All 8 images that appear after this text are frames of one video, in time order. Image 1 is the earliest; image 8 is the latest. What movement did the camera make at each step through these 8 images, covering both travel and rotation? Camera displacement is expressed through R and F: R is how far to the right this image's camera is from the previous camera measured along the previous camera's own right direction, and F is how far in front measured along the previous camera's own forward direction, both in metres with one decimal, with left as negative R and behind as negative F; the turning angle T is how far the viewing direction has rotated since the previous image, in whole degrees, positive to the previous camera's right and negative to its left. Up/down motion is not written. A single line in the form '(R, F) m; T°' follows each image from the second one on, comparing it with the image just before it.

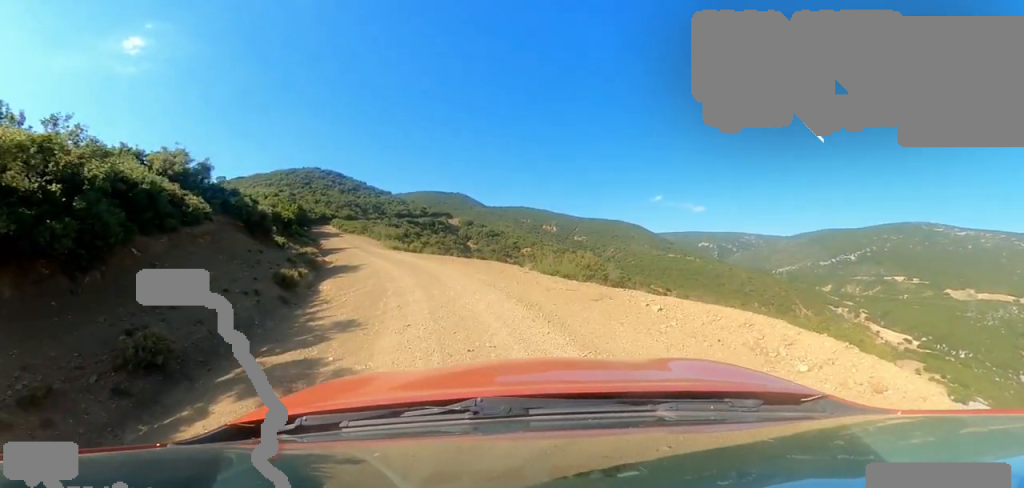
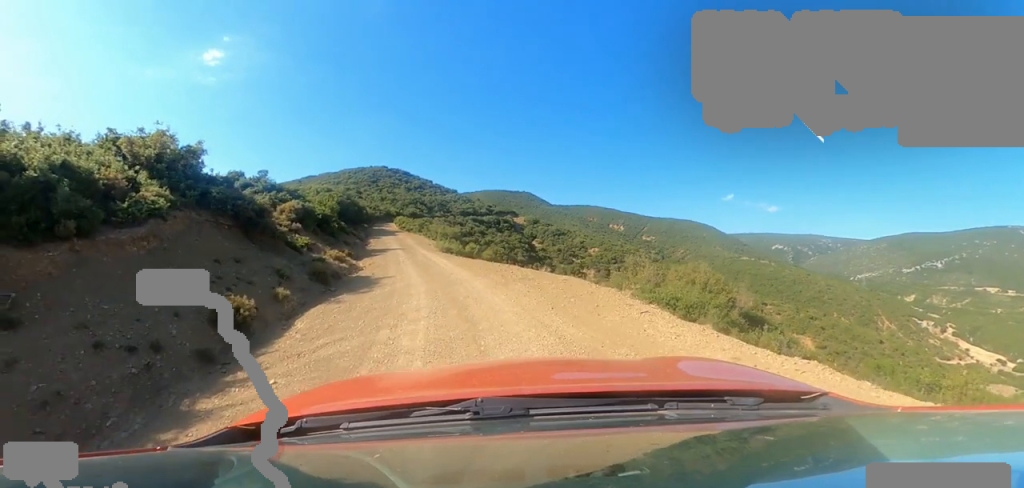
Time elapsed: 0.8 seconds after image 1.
(-0.2, +4.5) m; -6°
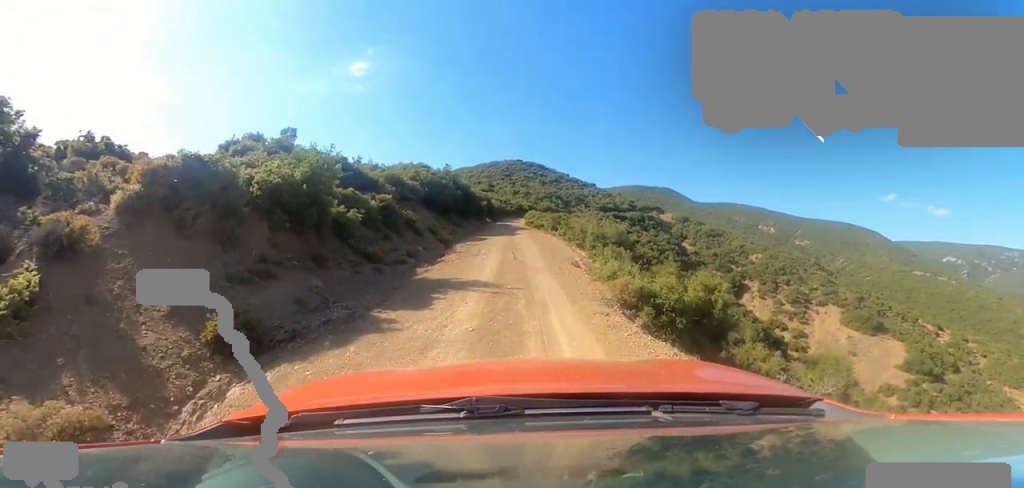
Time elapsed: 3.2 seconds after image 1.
(-3.5, +14.5) m; -27°
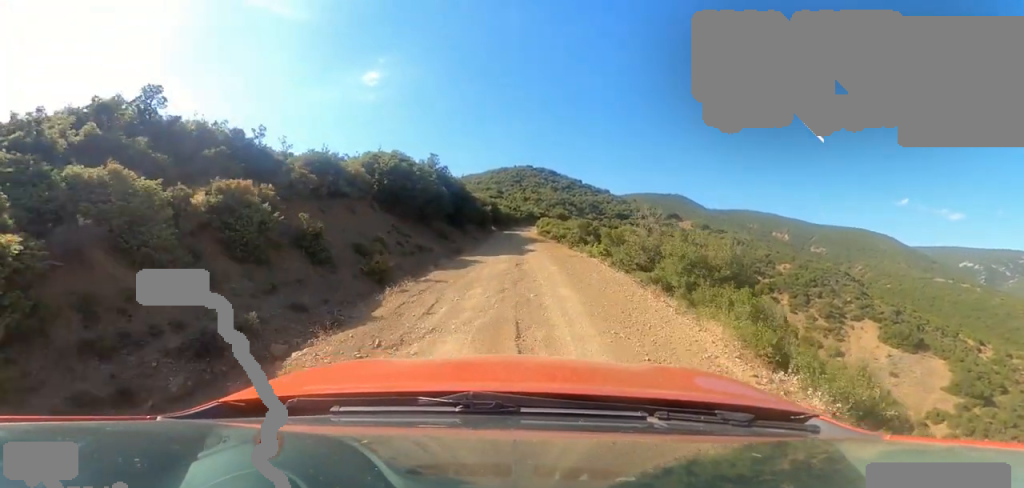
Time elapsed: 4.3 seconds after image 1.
(-1.1, +8.0) m; -11°
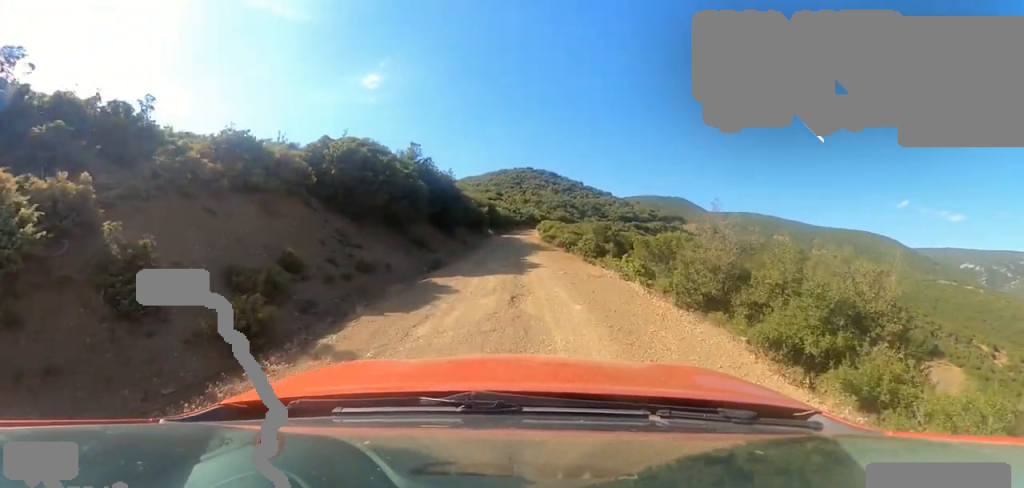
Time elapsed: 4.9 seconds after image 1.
(-0.1, +4.0) m; +3°
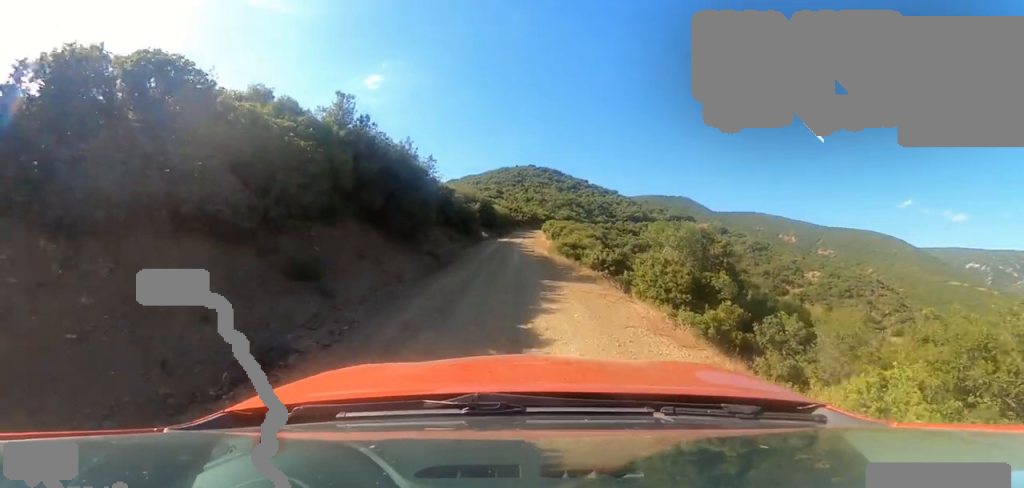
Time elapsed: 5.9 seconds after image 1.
(+0.7, +8.1) m; +7°
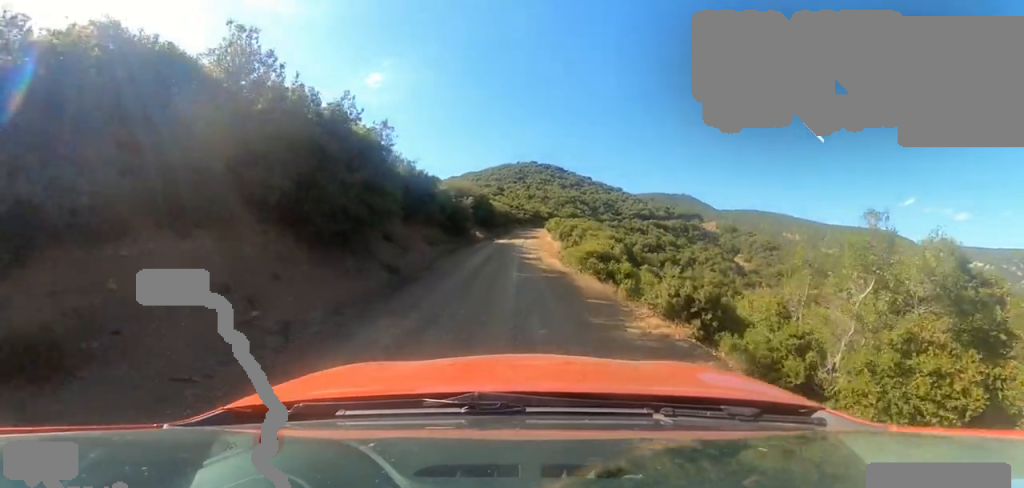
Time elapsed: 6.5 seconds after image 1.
(+0.7, +5.0) m; +1°
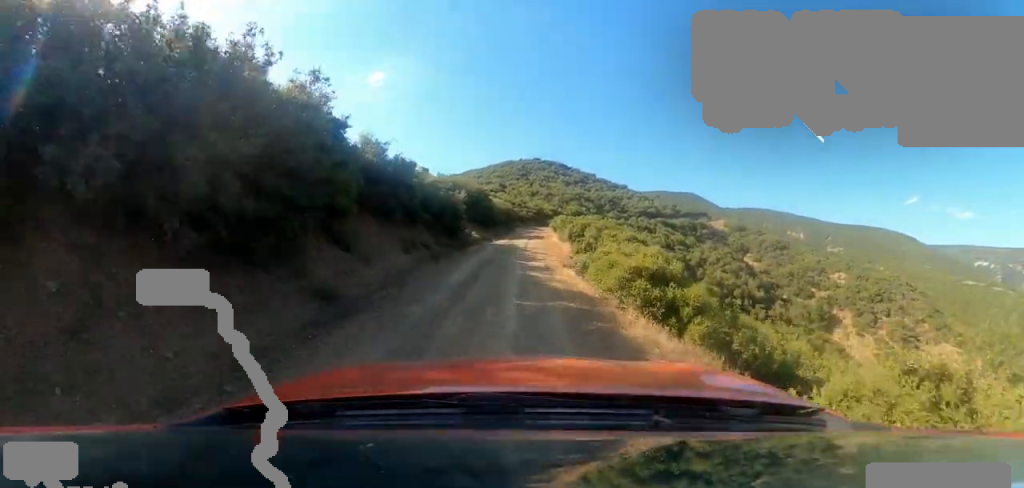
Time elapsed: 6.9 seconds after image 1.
(-0.4, +3.7) m; -3°
